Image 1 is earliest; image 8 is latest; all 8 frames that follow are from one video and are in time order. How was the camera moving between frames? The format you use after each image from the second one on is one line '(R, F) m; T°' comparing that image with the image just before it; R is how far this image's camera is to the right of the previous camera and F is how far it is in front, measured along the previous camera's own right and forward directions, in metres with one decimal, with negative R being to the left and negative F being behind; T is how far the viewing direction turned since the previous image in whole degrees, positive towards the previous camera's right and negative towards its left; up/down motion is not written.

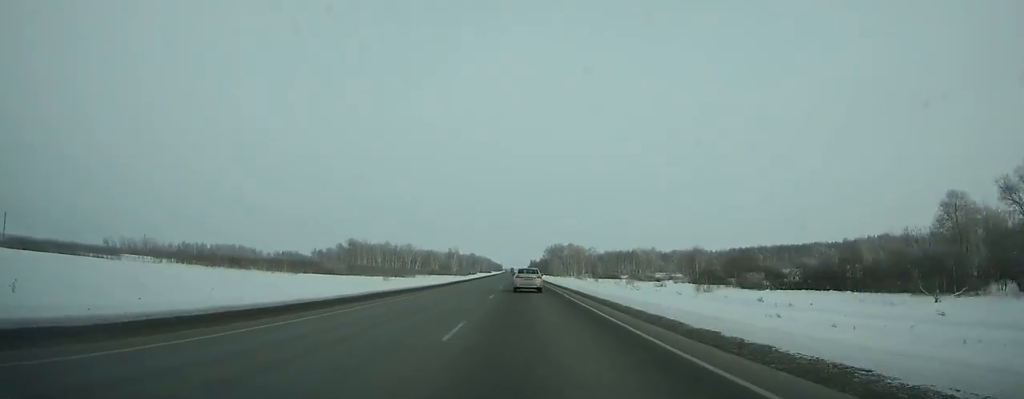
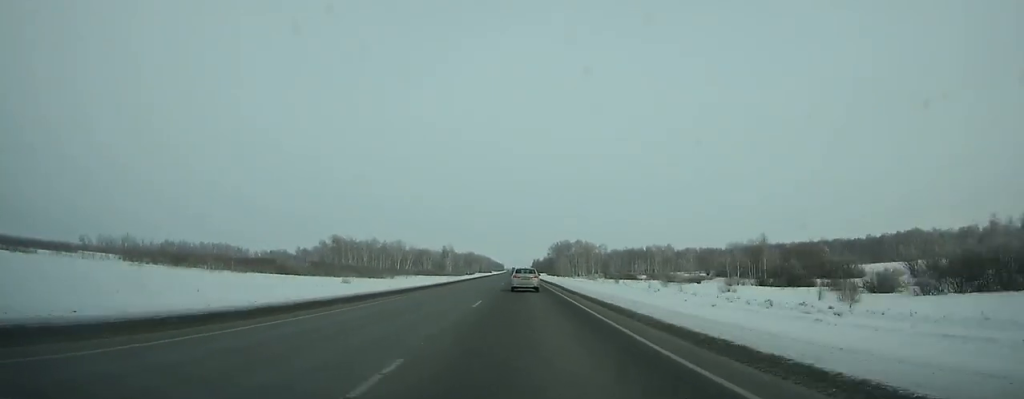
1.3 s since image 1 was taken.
(+0.1, +37.3) m; 0°
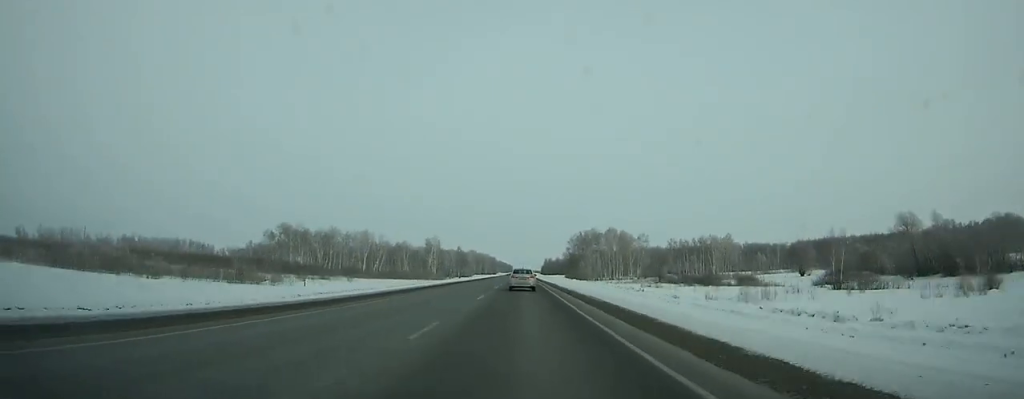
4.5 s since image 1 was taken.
(-0.5, +91.1) m; 0°
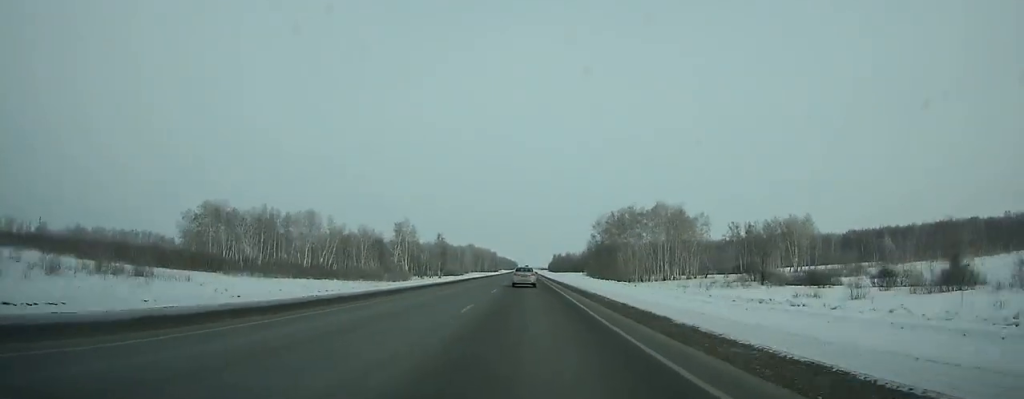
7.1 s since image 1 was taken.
(-0.2, +73.4) m; 0°
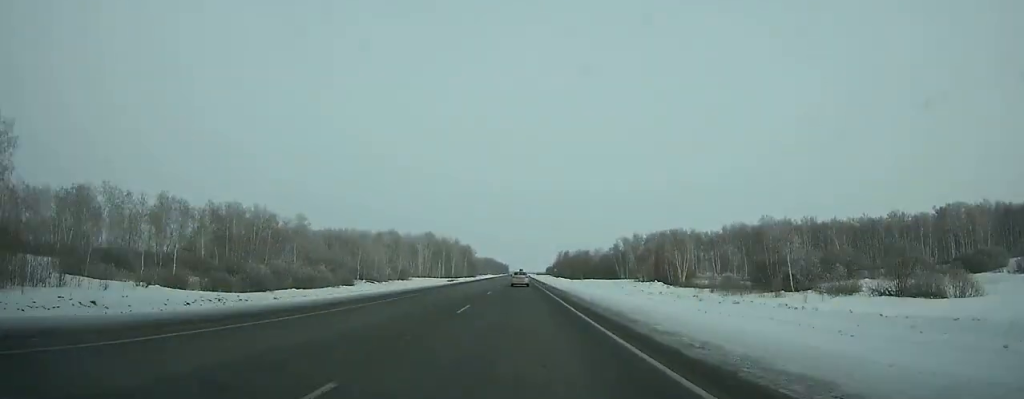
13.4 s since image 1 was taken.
(-0.3, +177.2) m; 0°
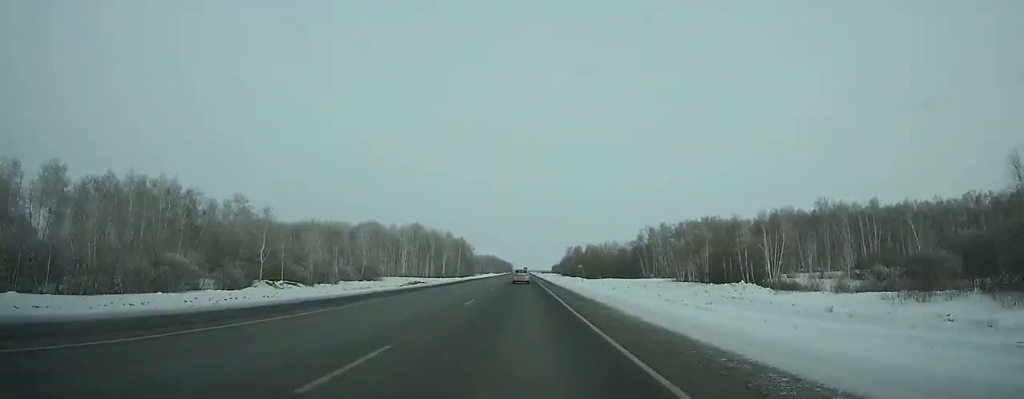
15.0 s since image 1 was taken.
(-0.2, +45.5) m; 0°
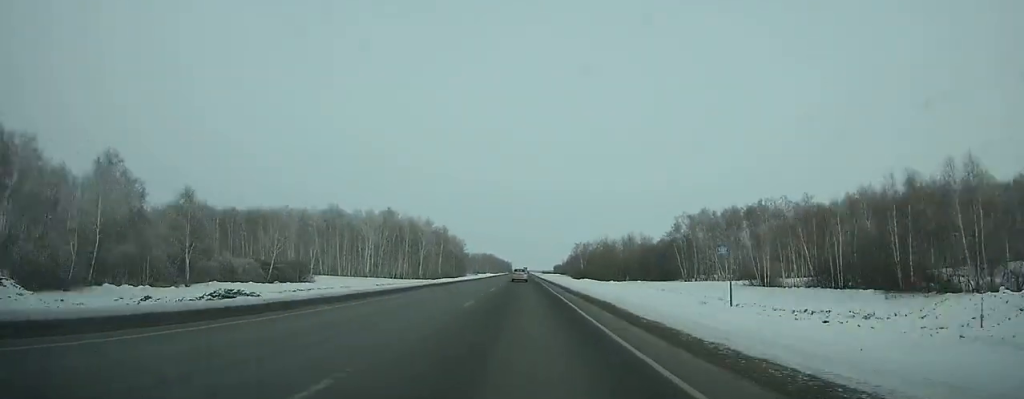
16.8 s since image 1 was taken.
(-0.1, +51.2) m; 0°
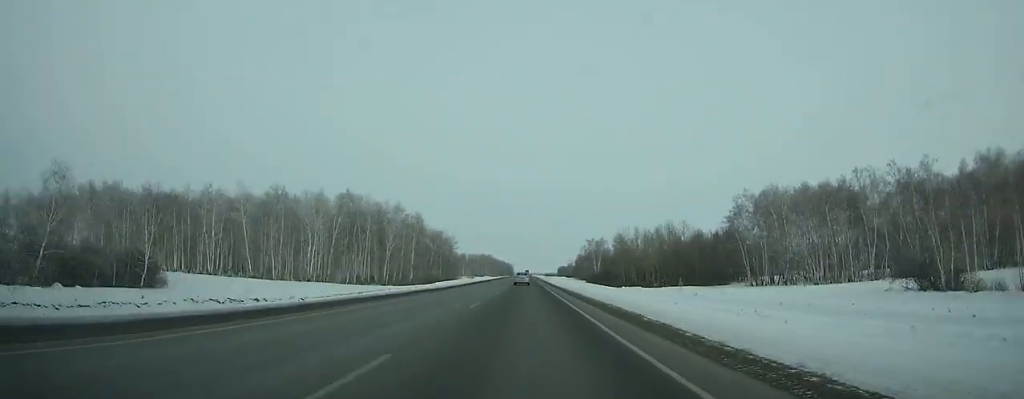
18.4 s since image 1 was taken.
(+0.1, +46.0) m; 0°
